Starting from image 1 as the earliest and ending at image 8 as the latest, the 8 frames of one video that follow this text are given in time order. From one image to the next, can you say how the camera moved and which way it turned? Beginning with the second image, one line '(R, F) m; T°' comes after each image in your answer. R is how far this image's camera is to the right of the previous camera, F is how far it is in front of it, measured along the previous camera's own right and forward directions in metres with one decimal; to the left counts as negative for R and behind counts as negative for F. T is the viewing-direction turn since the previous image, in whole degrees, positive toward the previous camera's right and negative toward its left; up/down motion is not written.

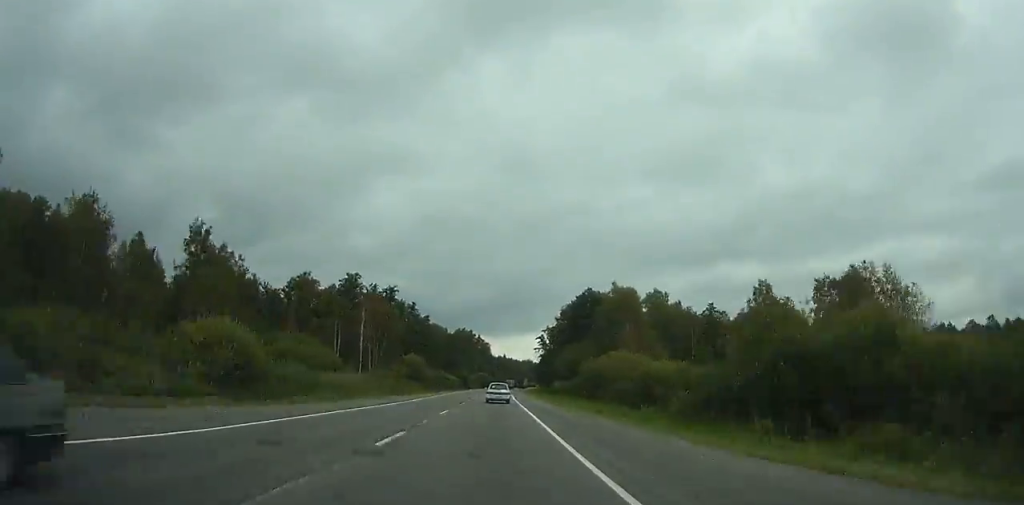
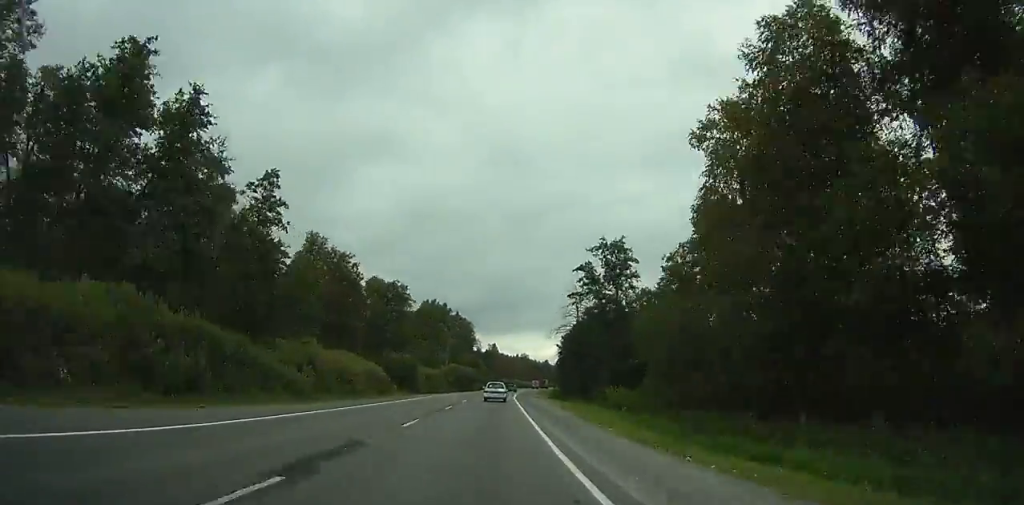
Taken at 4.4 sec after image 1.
(+0.2, +89.4) m; +1°
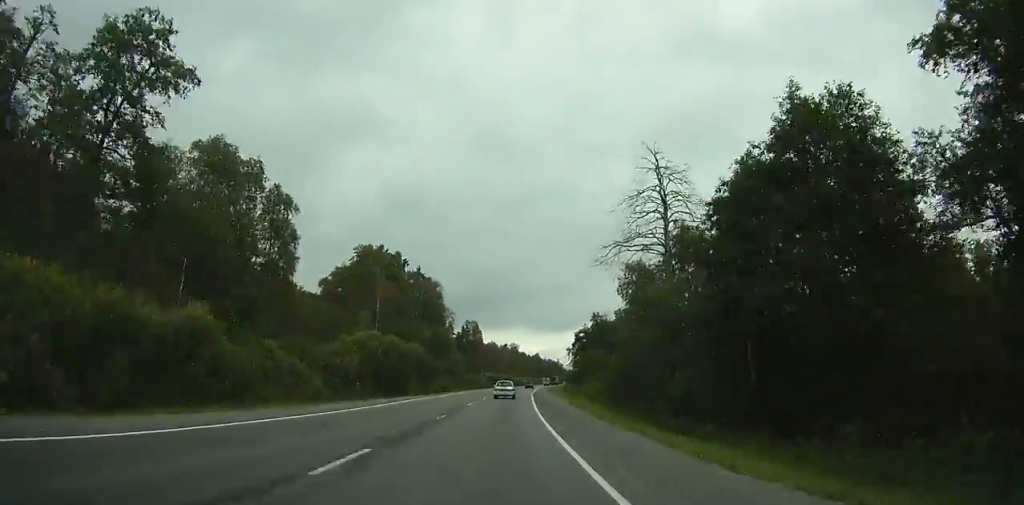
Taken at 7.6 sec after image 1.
(+0.8, +67.8) m; +2°
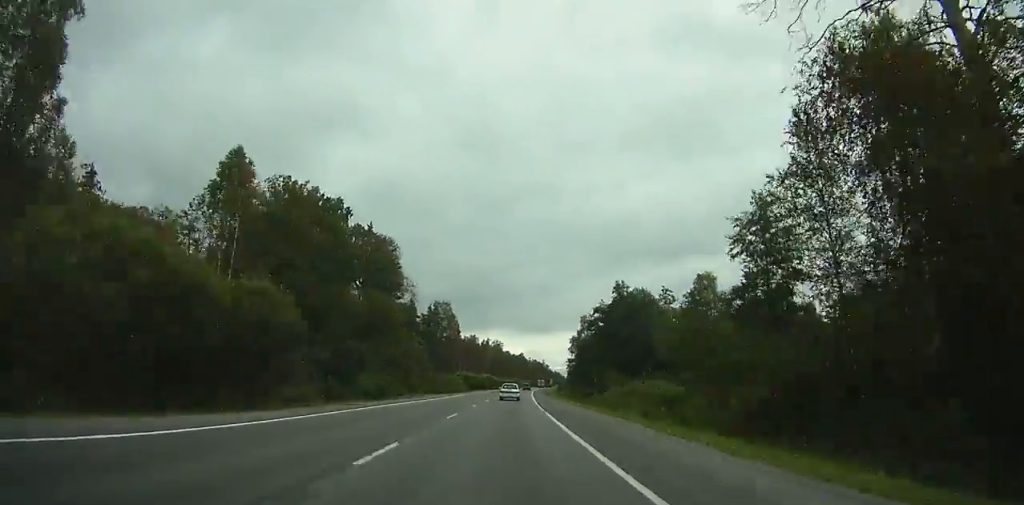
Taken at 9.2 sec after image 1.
(+0.3, +34.5) m; +1°
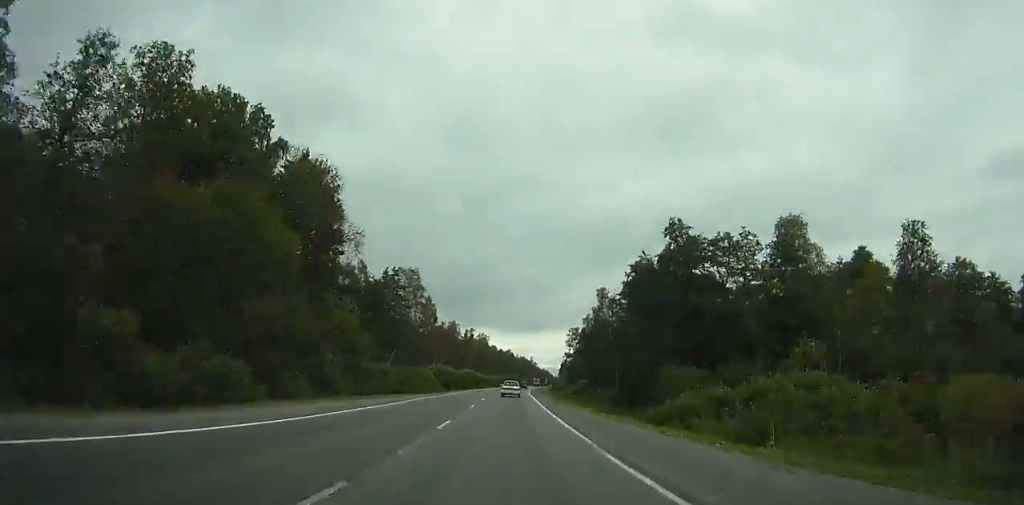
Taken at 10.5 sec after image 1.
(+0.2, +28.2) m; +1°
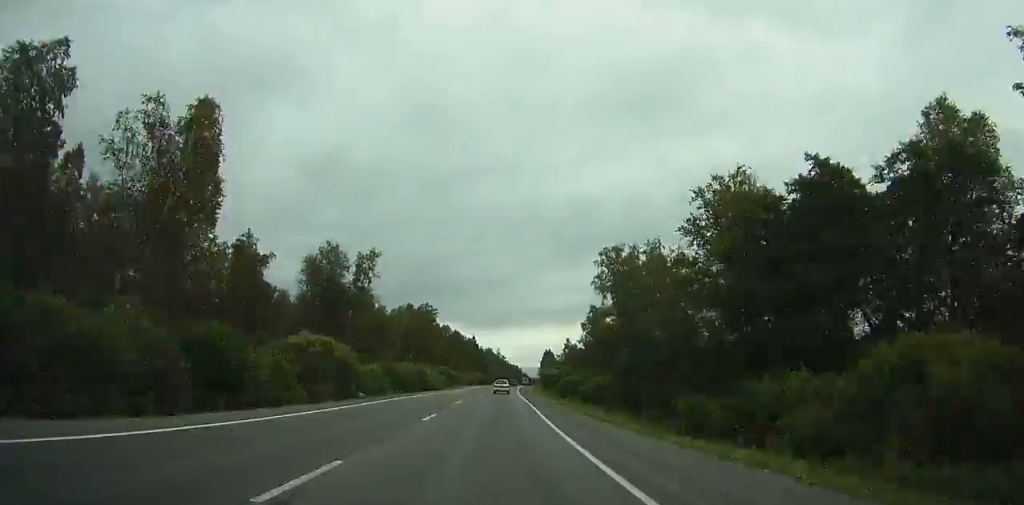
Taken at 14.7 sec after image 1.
(+4.0, +92.7) m; +4°
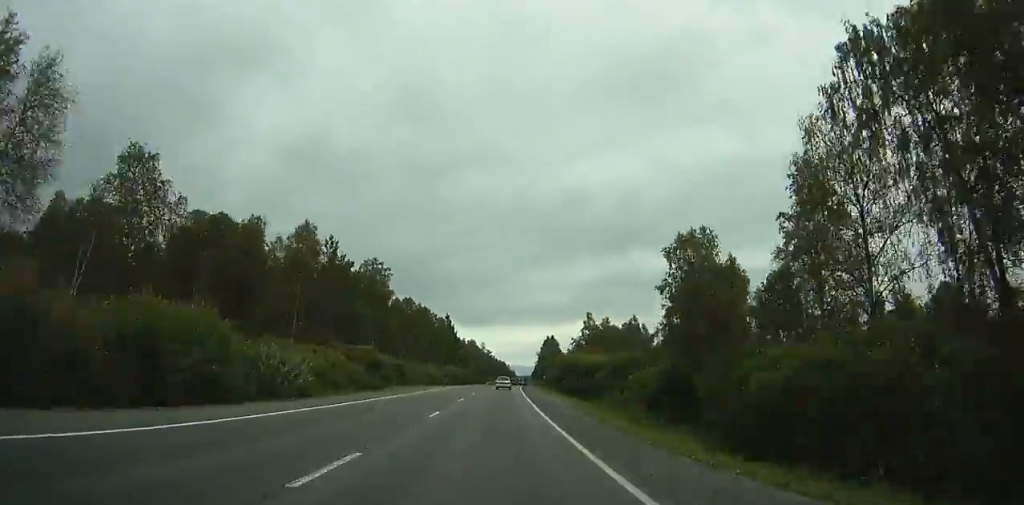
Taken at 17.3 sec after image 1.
(+0.7, +58.1) m; +1°
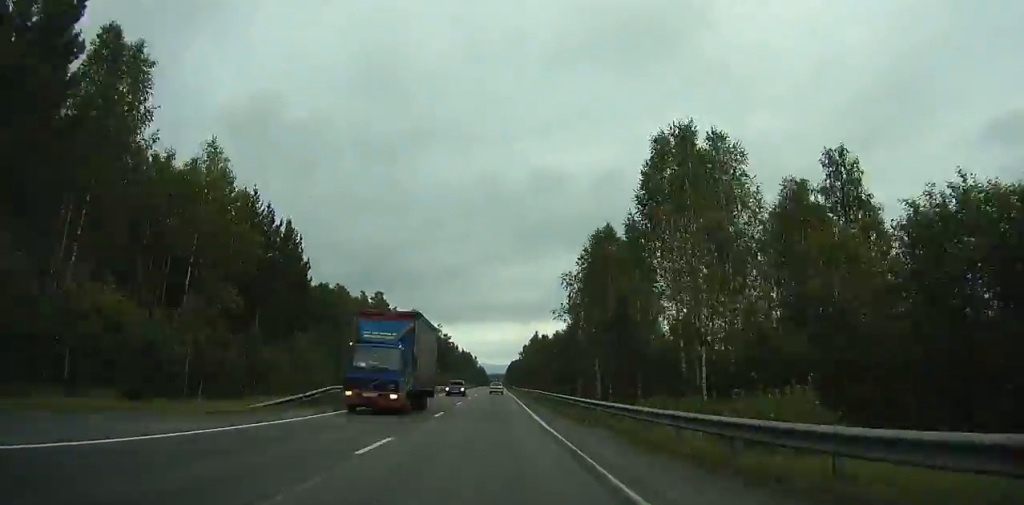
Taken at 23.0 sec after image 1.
(+3.3, +128.1) m; +3°
